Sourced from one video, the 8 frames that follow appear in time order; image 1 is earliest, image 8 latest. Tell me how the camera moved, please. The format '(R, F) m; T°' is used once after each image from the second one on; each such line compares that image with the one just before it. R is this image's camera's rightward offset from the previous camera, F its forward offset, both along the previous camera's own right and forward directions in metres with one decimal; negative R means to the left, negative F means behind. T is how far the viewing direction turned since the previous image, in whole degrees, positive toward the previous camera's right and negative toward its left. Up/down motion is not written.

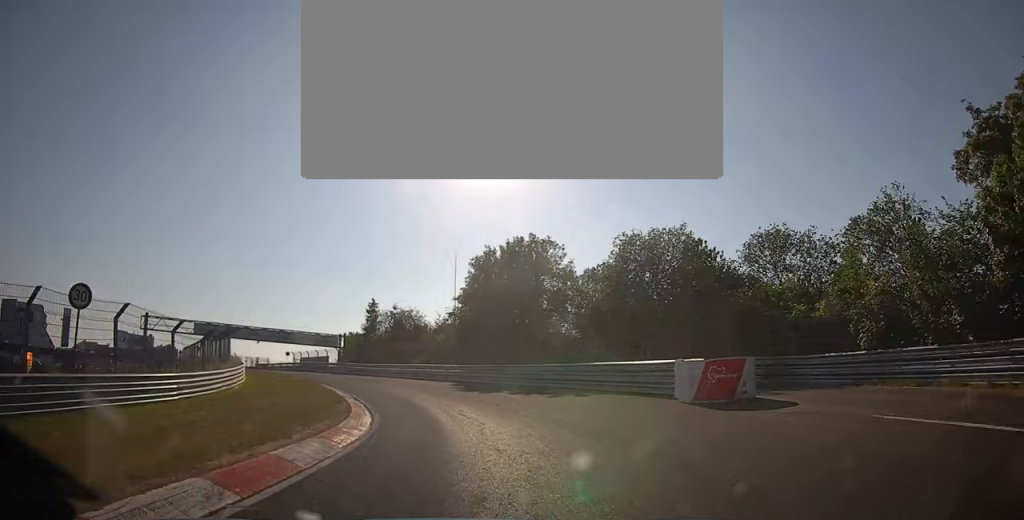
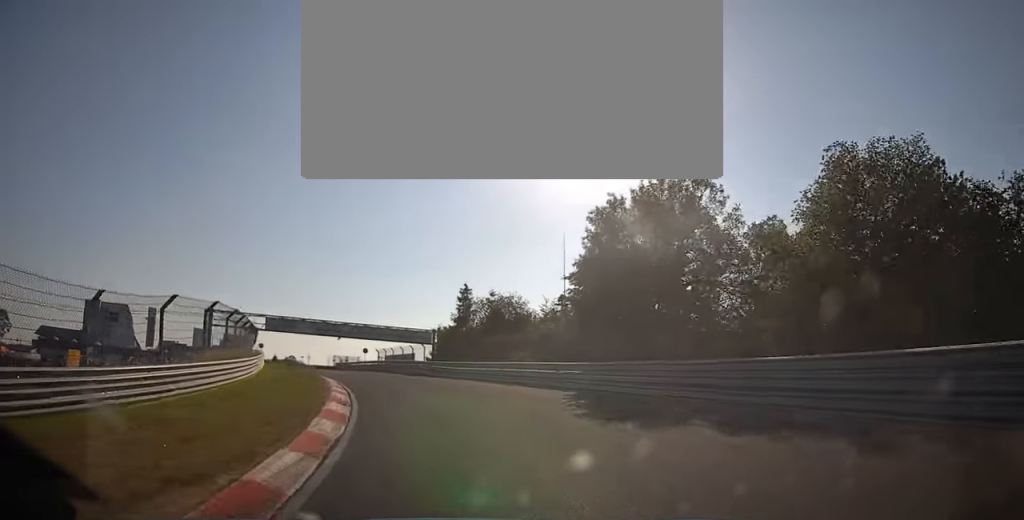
(-0.8, +13.2) m; -3°
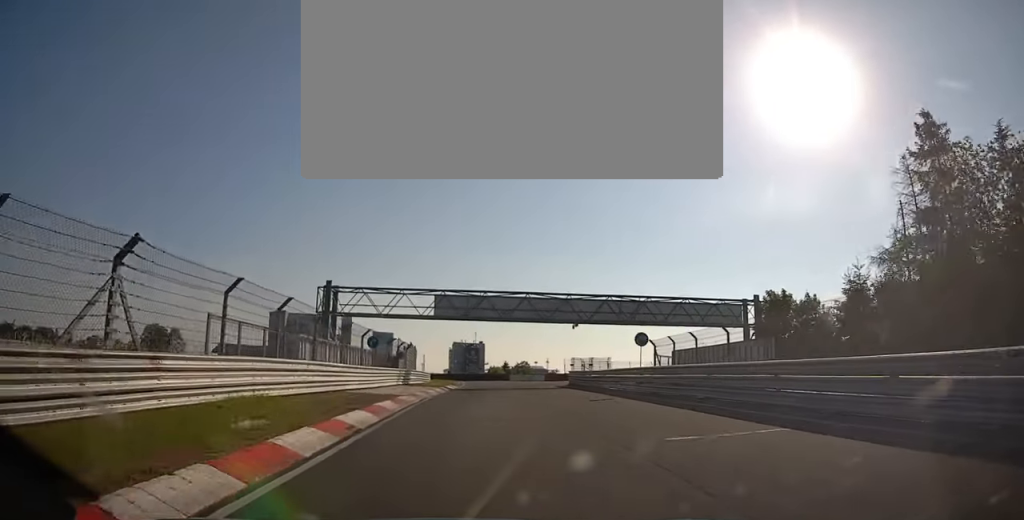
(-4.1, +35.4) m; -17°
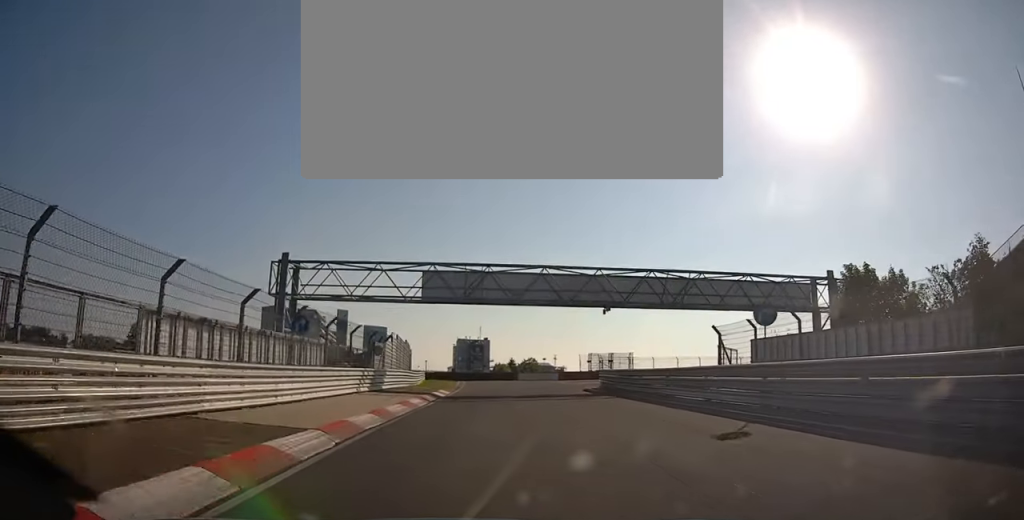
(-0.2, +9.1) m; -6°
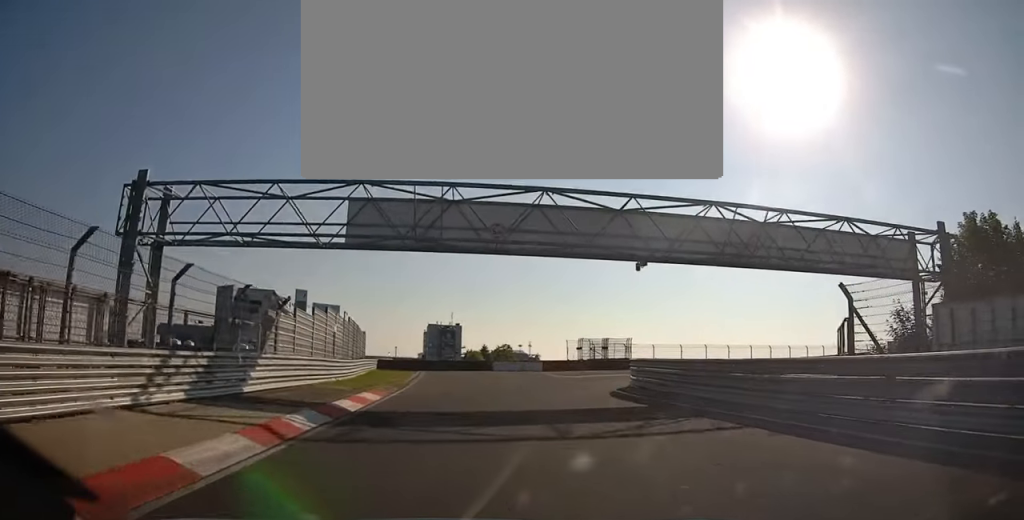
(-1.2, +13.1) m; -3°
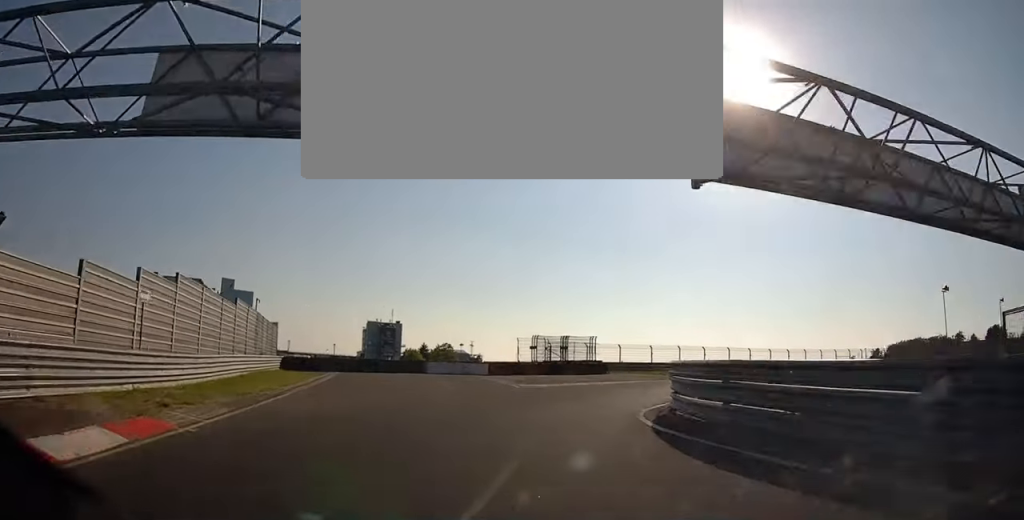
(-0.4, +12.5) m; 0°
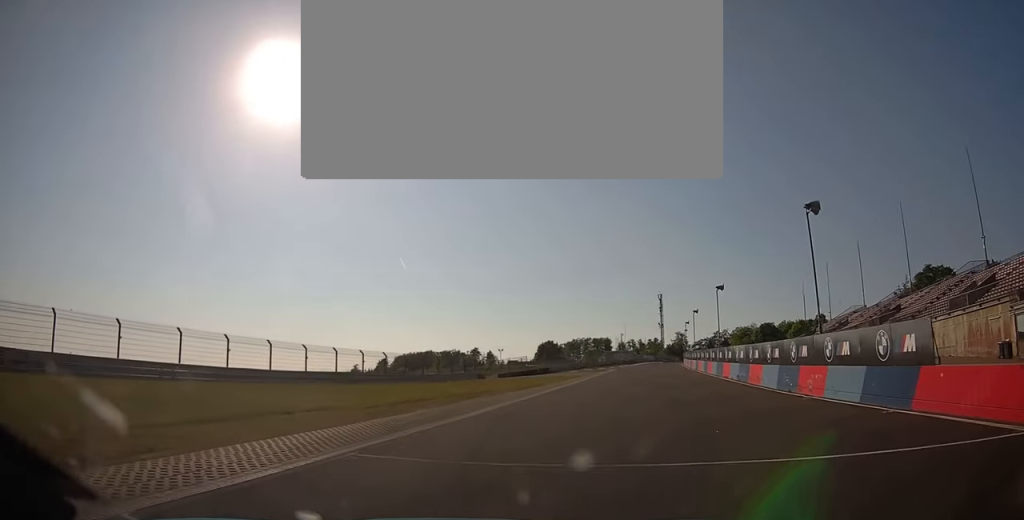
(+9.9, +40.2) m; +41°
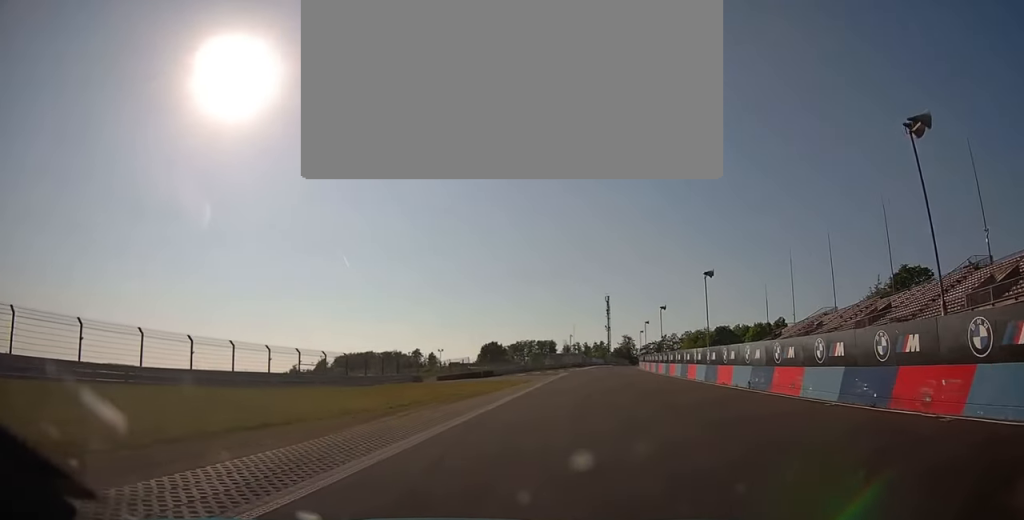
(+1.0, +8.0) m; +9°
